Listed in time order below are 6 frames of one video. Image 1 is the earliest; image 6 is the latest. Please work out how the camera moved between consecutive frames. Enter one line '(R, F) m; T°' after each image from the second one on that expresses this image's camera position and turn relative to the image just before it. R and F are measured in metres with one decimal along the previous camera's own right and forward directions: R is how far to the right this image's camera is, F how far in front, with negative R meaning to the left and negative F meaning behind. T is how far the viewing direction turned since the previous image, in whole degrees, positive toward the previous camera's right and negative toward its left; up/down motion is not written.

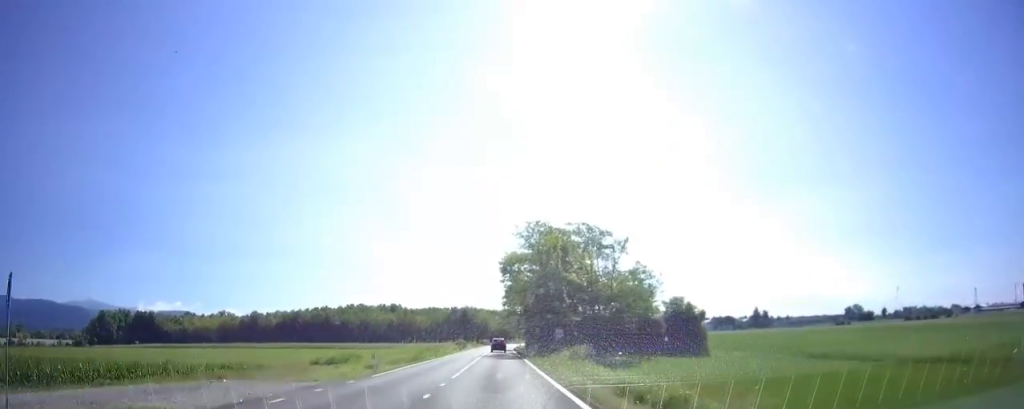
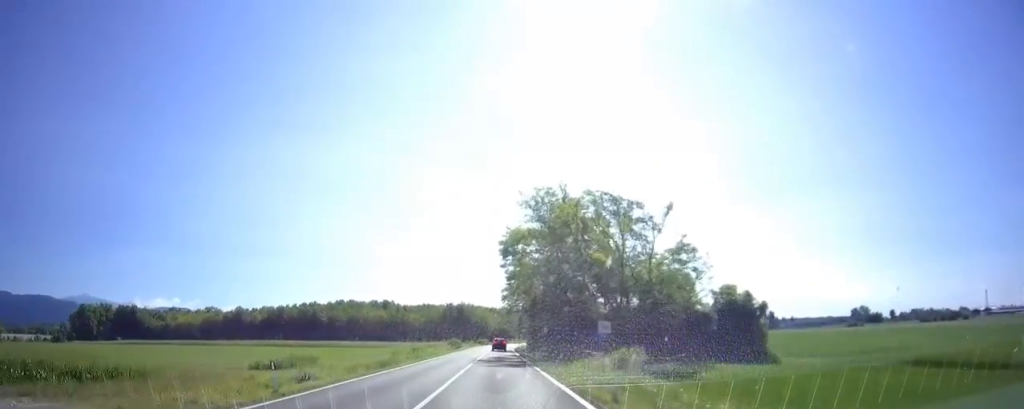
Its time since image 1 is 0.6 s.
(0.0, +11.1) m; +1°
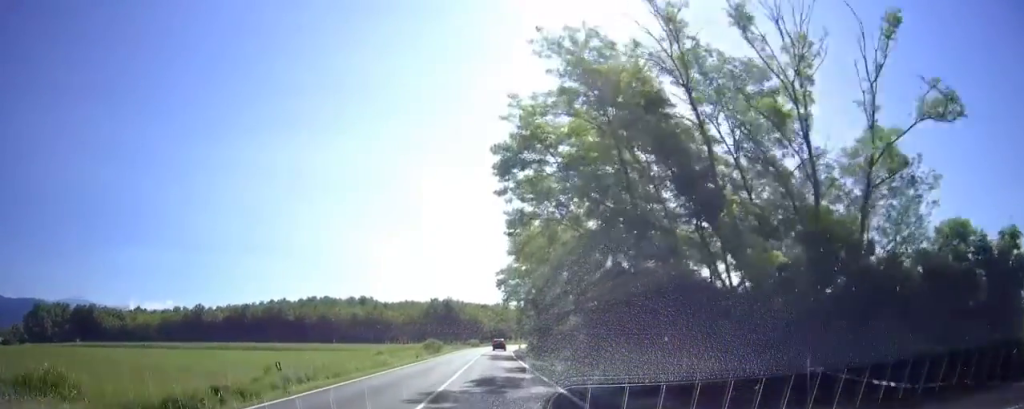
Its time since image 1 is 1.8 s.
(+0.7, +22.6) m; +2°
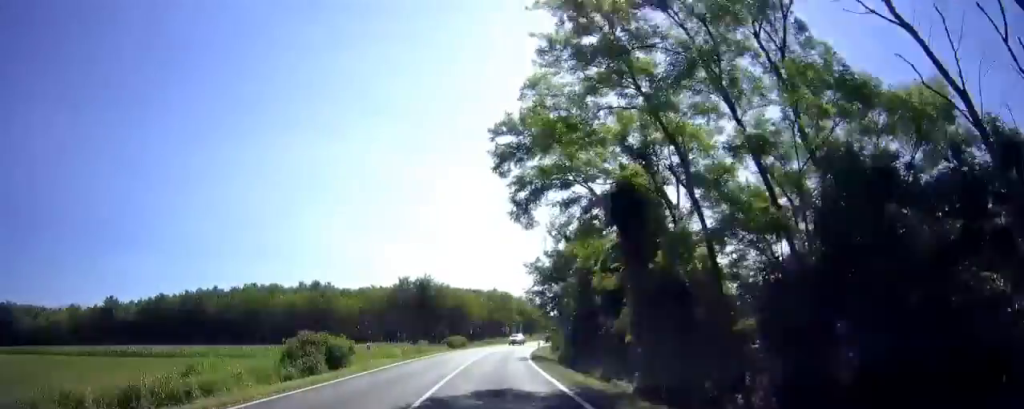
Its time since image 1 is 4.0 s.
(-0.6, +38.4) m; +1°
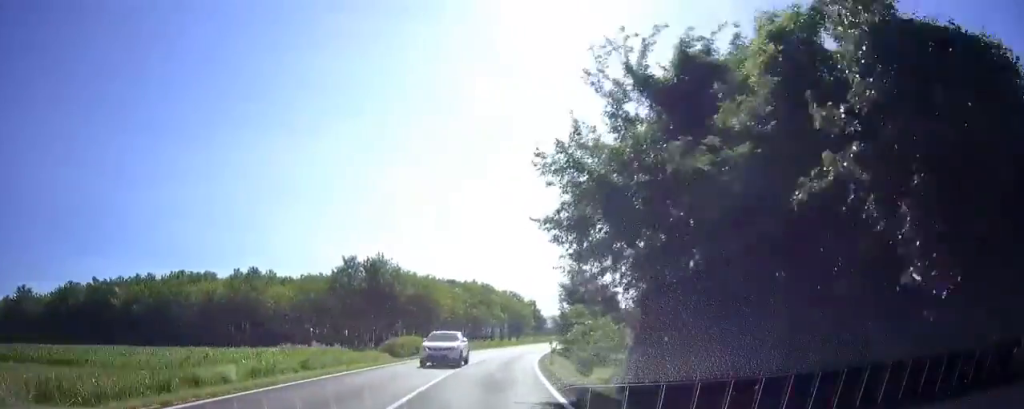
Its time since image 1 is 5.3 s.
(+1.0, +23.8) m; +5°
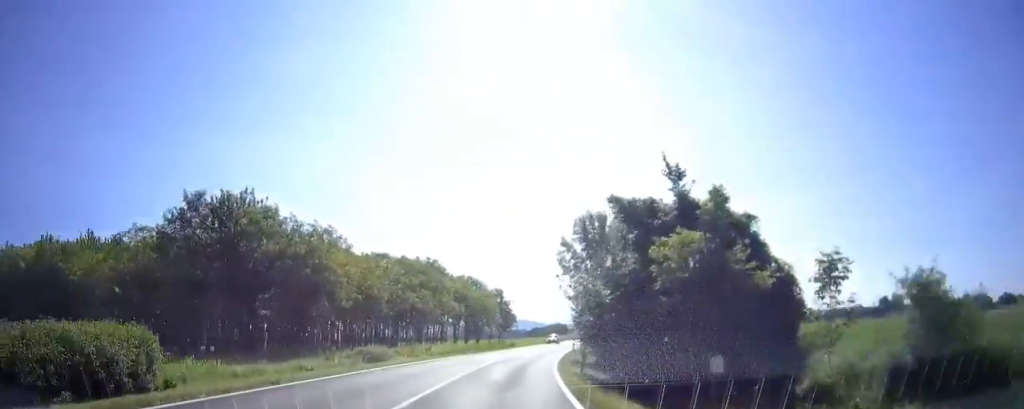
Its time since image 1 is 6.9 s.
(+0.8, +29.5) m; +3°
